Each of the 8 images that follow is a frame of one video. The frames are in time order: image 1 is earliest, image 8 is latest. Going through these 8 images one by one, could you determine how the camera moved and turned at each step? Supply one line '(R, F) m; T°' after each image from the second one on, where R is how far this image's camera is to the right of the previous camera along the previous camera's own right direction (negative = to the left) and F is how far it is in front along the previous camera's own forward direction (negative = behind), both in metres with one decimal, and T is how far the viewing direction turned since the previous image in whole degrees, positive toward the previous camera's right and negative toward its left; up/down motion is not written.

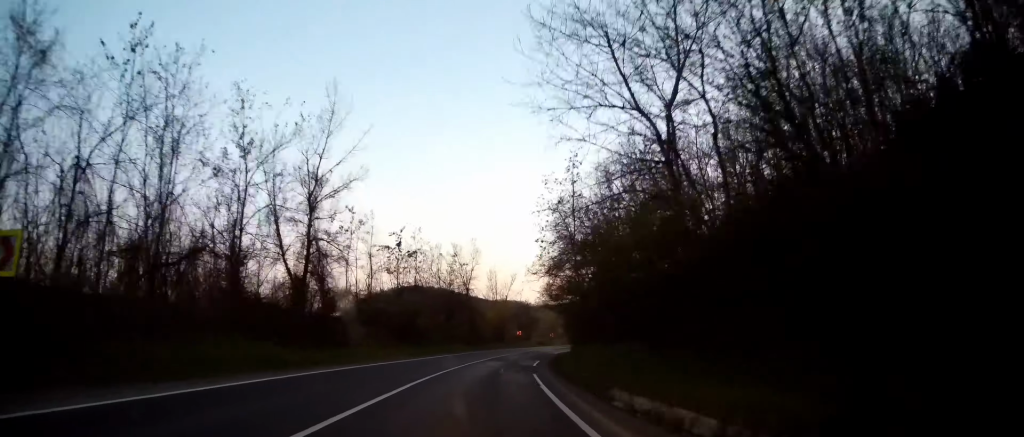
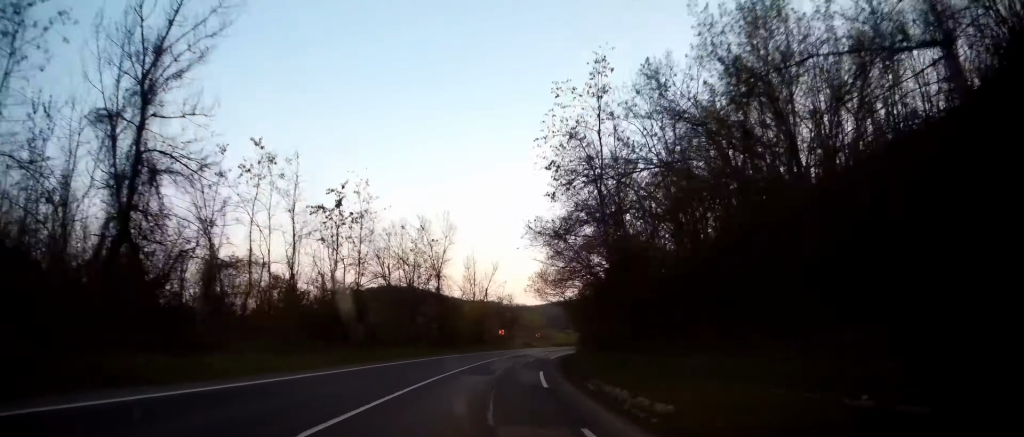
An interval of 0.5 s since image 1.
(-0.2, +14.9) m; +1°
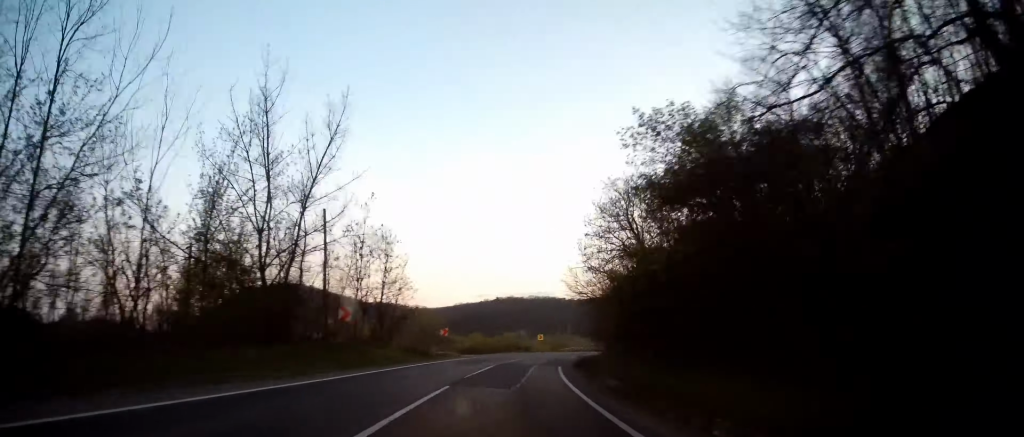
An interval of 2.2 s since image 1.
(+3.2, +48.9) m; +8°
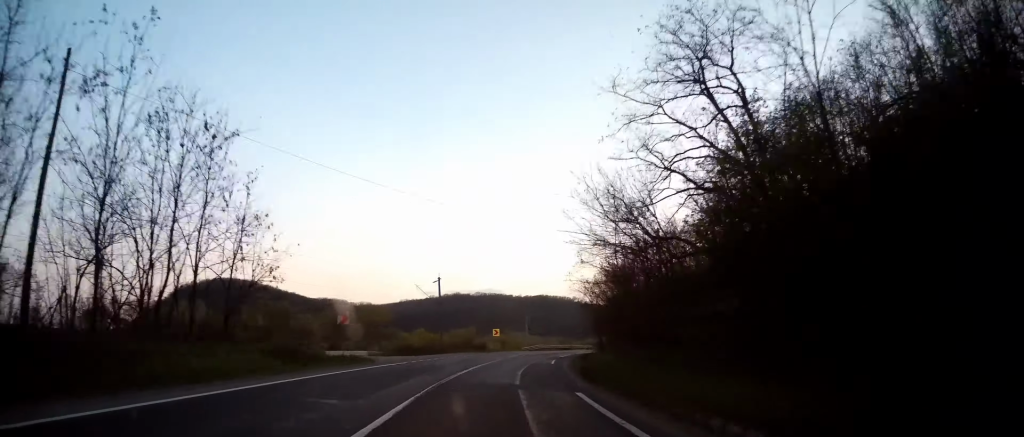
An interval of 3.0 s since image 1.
(+0.8, +20.5) m; +5°
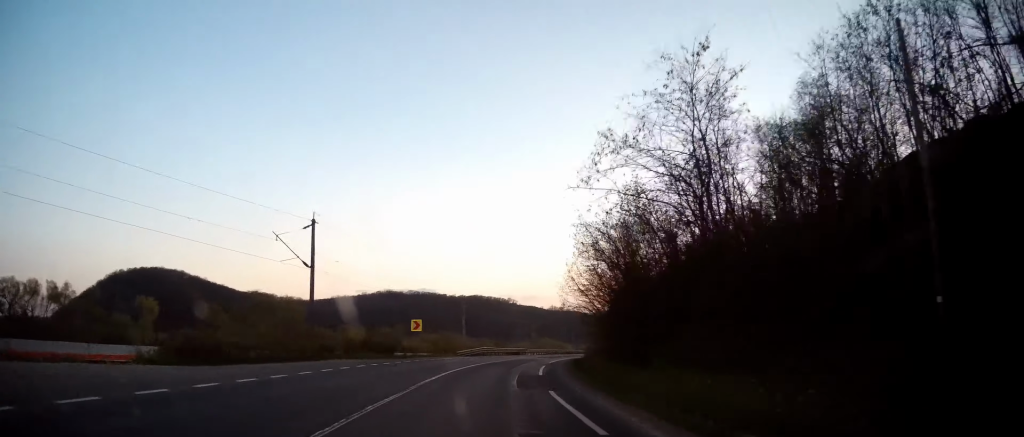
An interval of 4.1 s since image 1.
(+2.1, +27.4) m; +8°
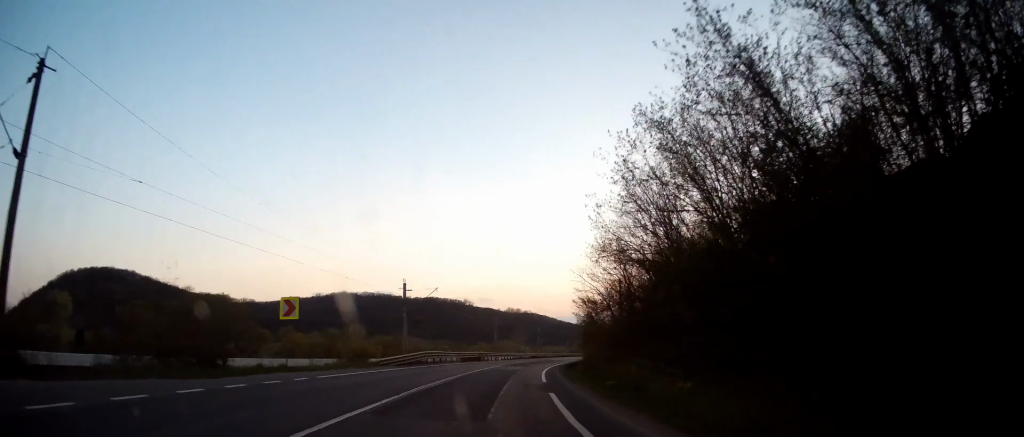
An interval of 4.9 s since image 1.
(+1.0, +20.2) m; +5°
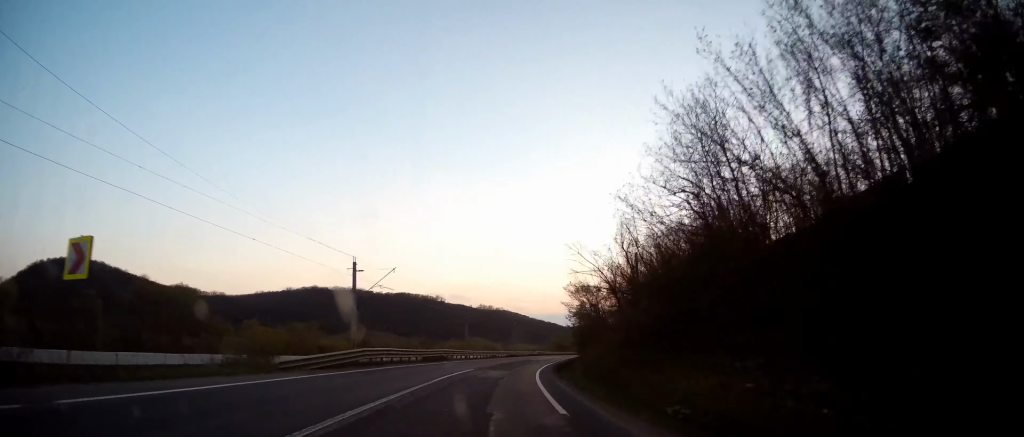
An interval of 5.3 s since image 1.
(+0.1, +10.9) m; +3°
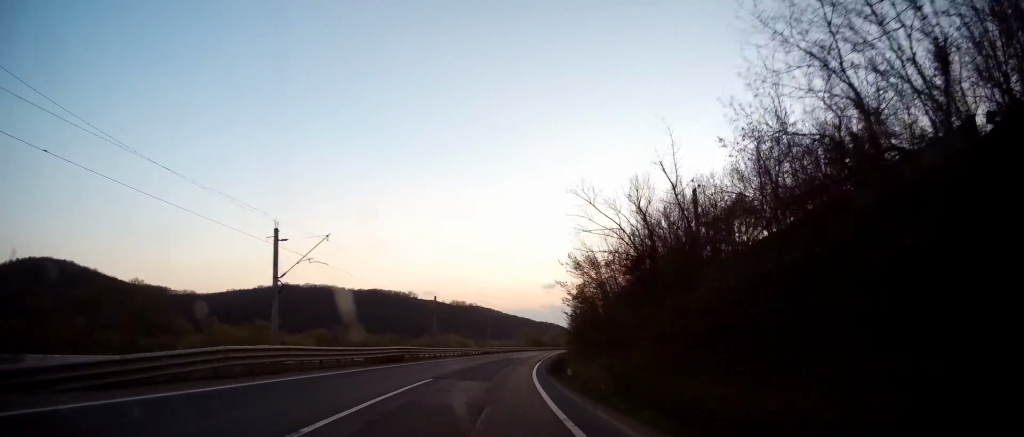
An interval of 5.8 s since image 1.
(+0.2, +11.8) m; +3°
